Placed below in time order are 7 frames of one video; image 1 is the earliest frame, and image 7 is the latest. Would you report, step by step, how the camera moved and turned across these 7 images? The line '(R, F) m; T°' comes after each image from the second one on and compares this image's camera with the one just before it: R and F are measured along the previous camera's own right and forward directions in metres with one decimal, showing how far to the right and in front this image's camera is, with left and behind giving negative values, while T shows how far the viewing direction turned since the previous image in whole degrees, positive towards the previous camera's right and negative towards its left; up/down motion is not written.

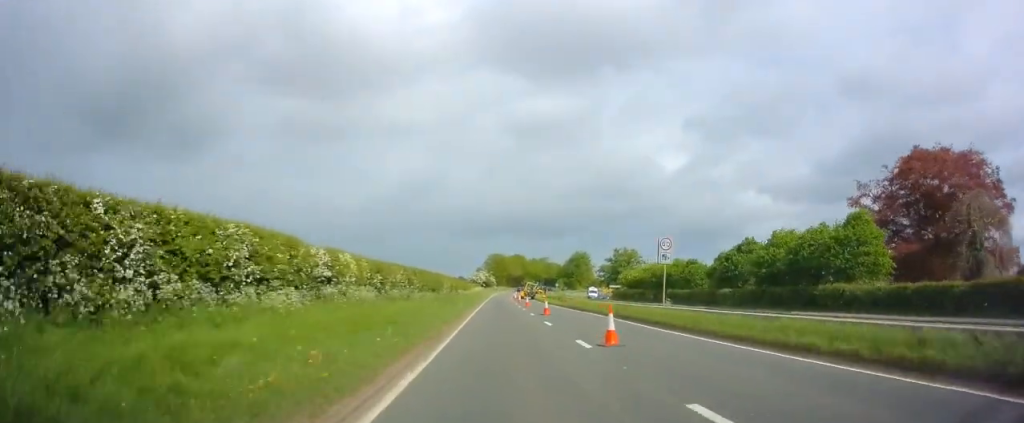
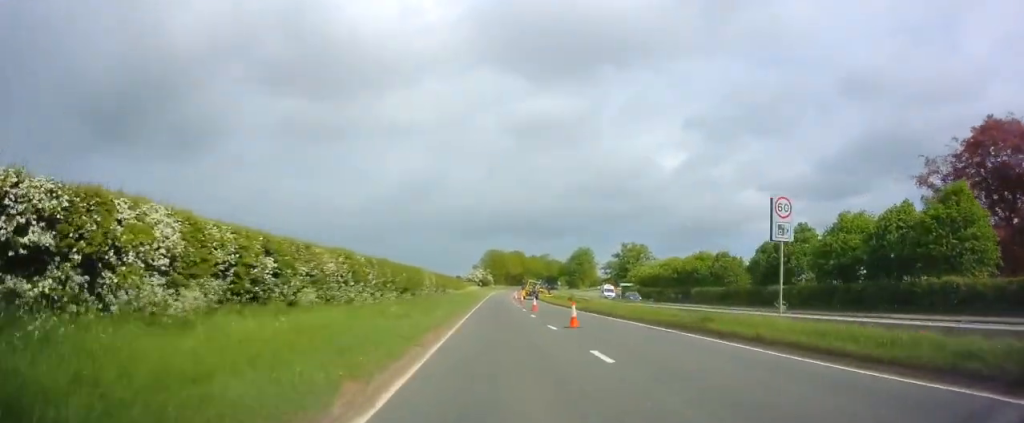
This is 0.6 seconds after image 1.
(+0.1, +11.7) m; +1°
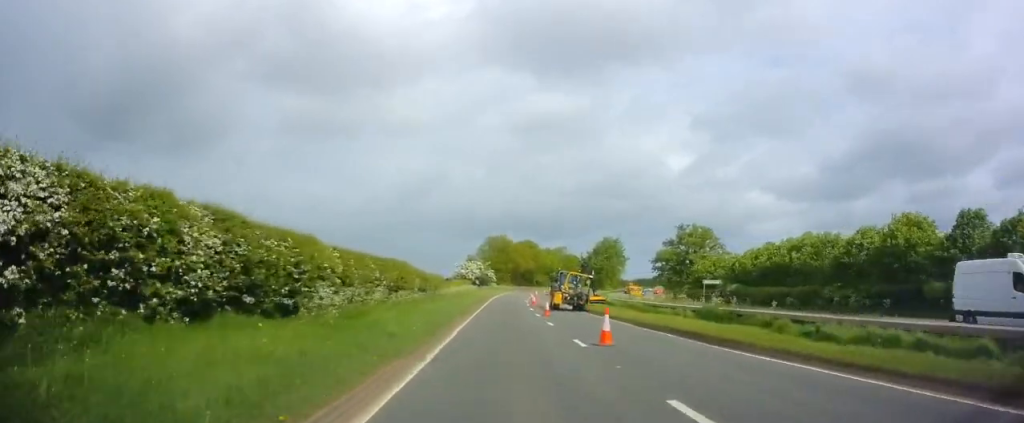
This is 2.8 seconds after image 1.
(-0.3, +40.3) m; -1°
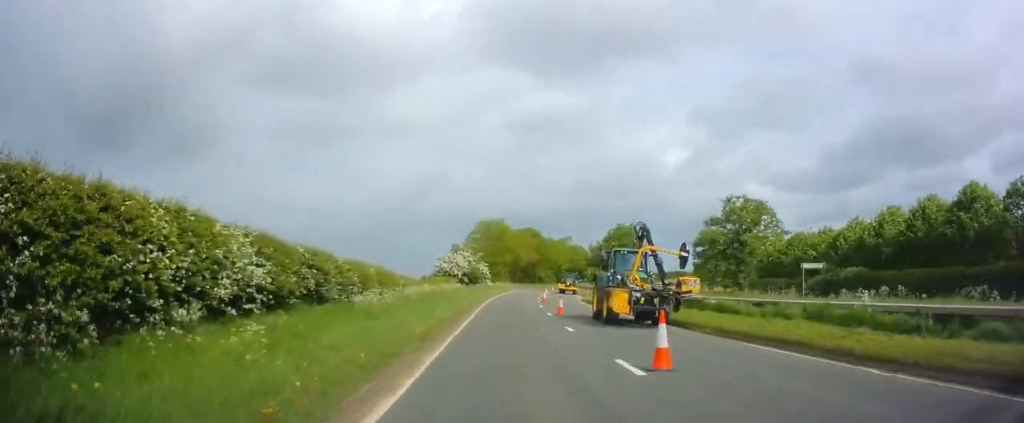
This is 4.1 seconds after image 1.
(0.0, +22.3) m; +1°
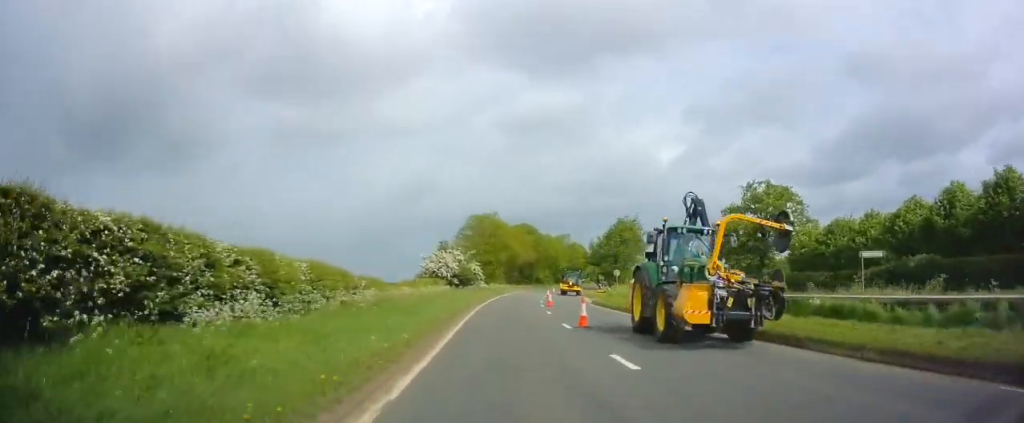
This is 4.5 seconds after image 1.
(0.0, +8.4) m; +1°
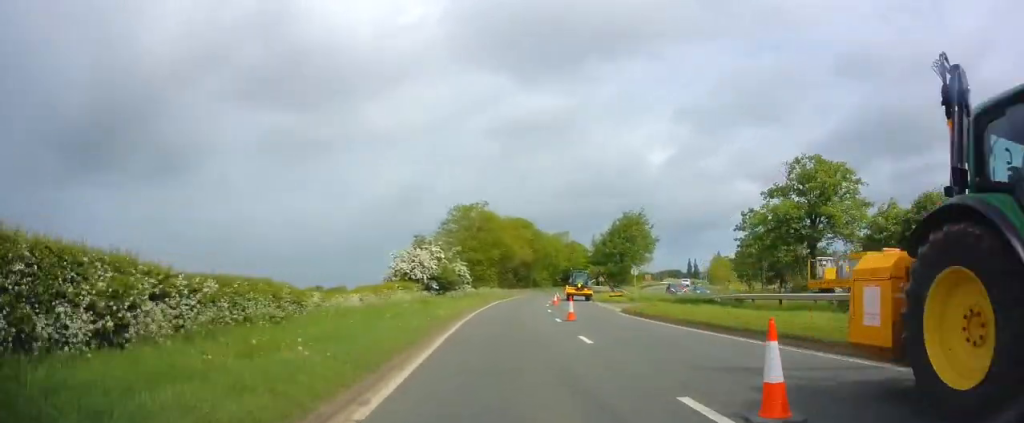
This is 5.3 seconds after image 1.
(+0.2, +13.1) m; +1°
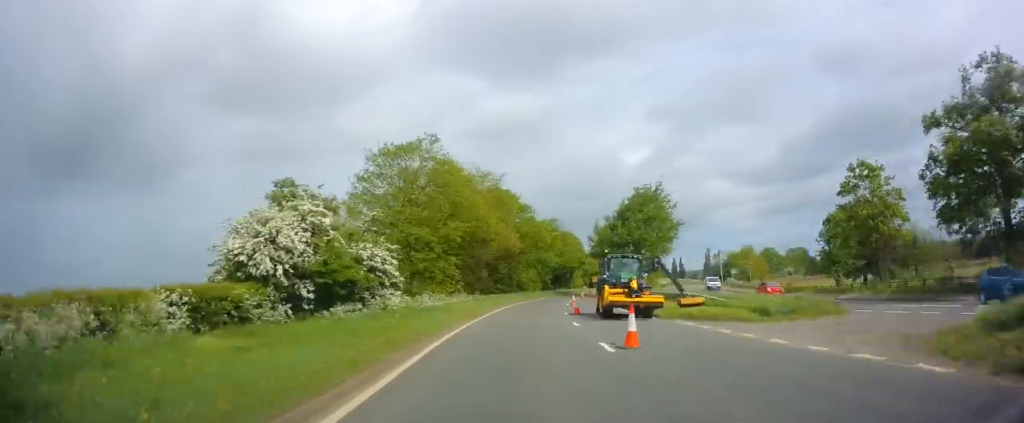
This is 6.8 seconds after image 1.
(+0.6, +27.6) m; +3°
